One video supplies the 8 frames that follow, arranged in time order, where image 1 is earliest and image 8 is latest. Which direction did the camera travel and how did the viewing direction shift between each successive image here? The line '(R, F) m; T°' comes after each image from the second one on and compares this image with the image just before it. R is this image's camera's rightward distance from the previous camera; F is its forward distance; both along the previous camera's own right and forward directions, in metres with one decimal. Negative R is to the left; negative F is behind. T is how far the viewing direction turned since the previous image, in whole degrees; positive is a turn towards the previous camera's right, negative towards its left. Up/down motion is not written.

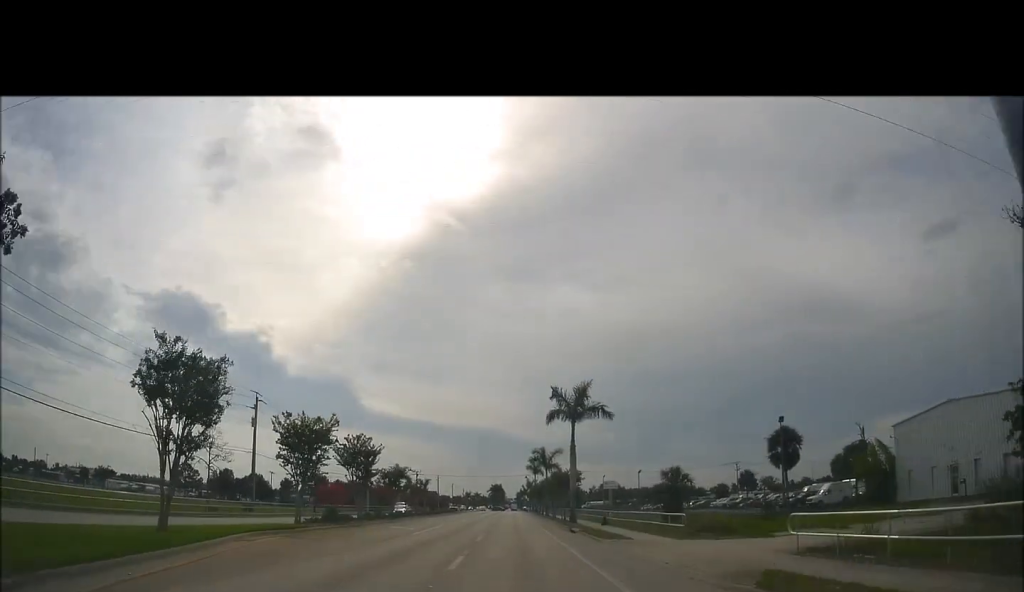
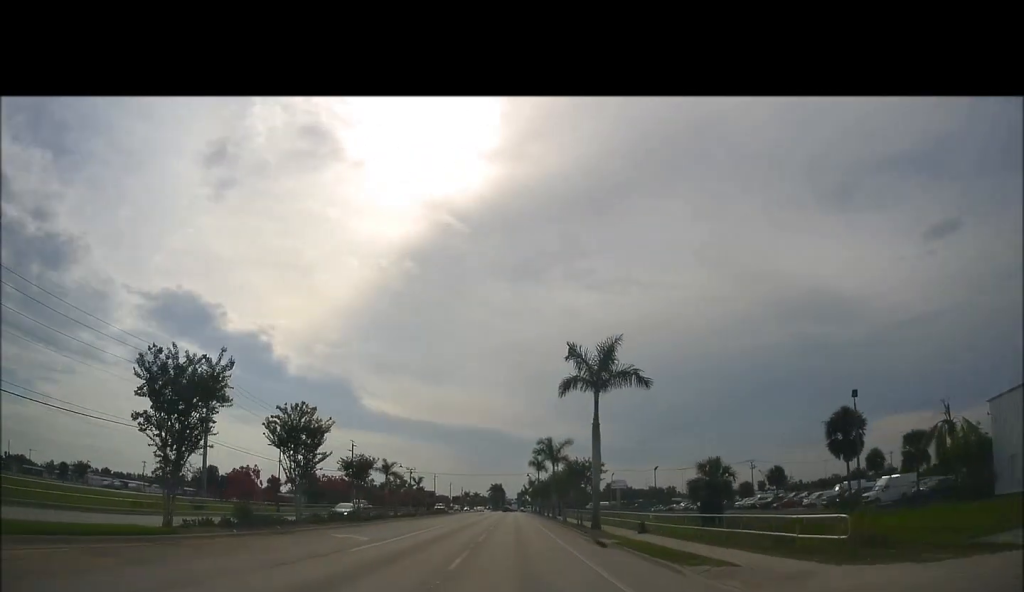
(-0.3, +12.0) m; 0°
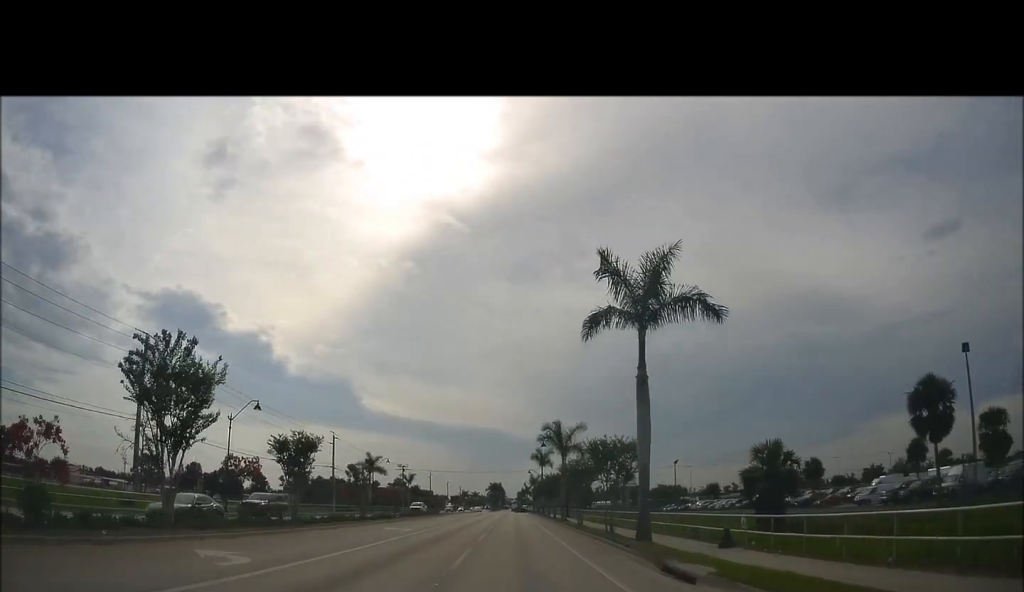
(+0.2, +12.0) m; +1°
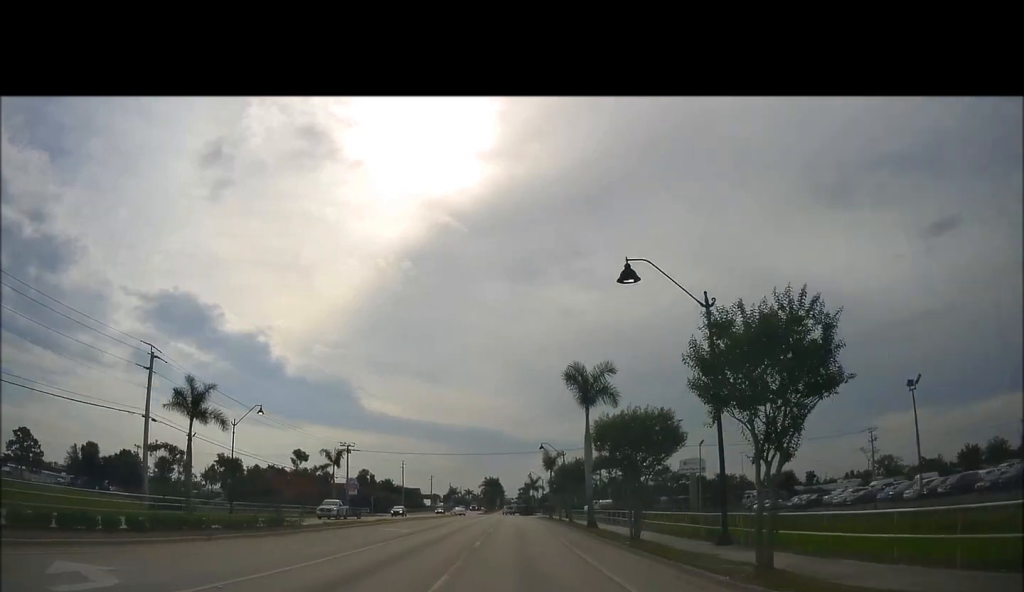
(+0.6, +53.8) m; -1°
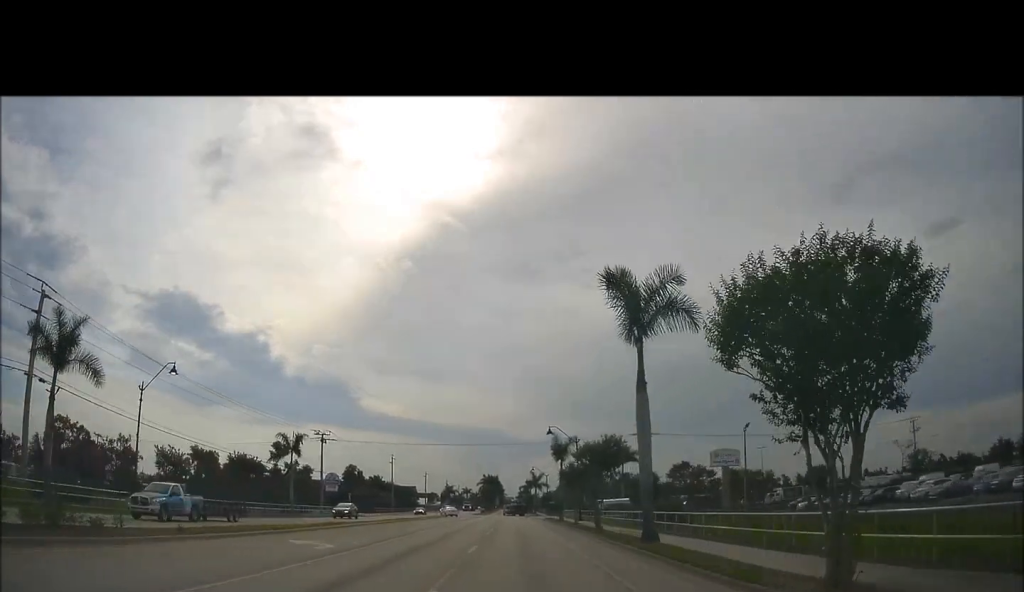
(-0.4, +14.8) m; 0°
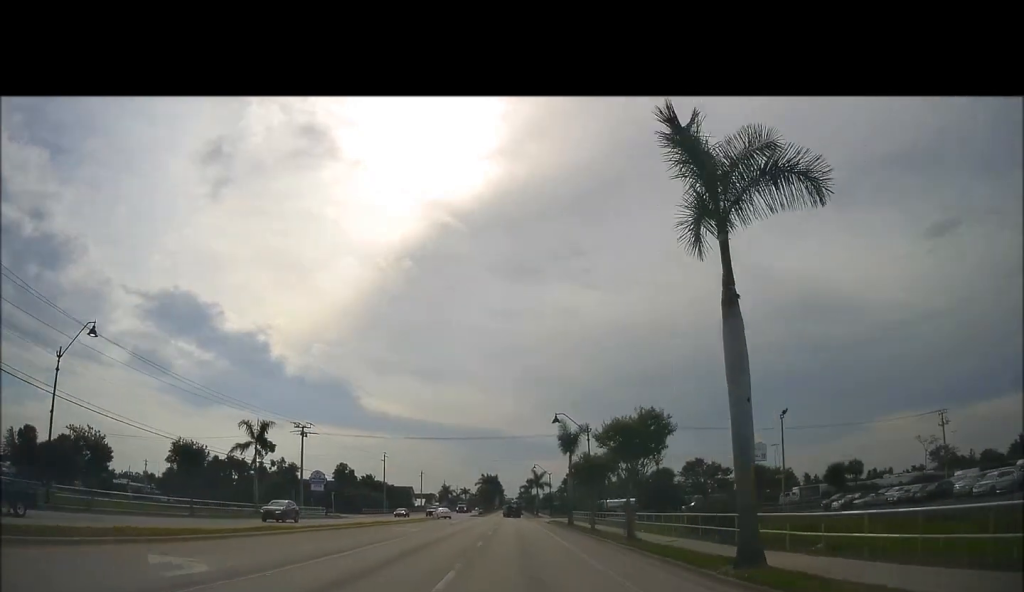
(+0.2, +8.9) m; 0°
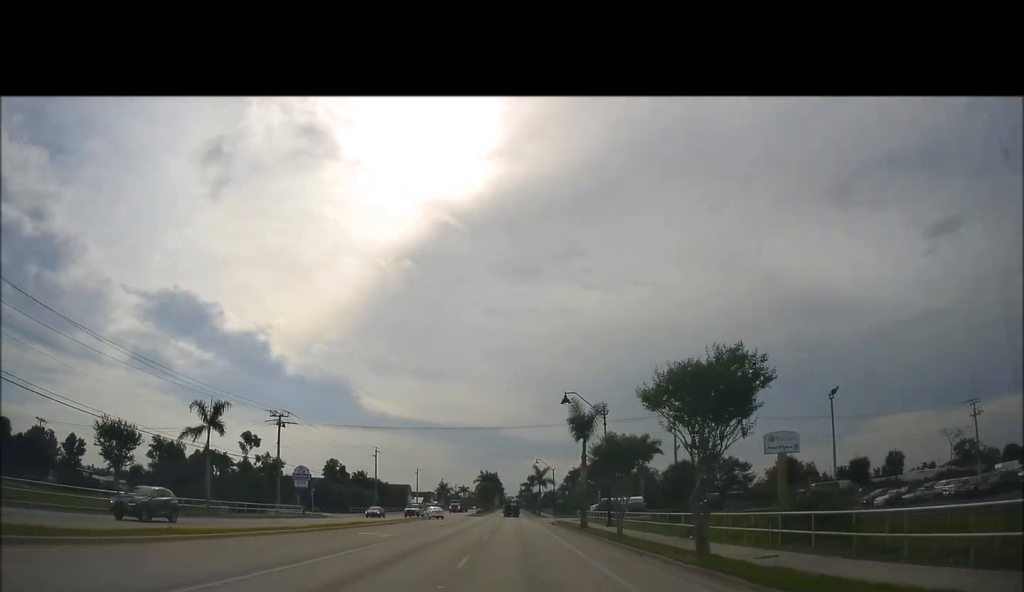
(+0.2, +8.9) m; 0°
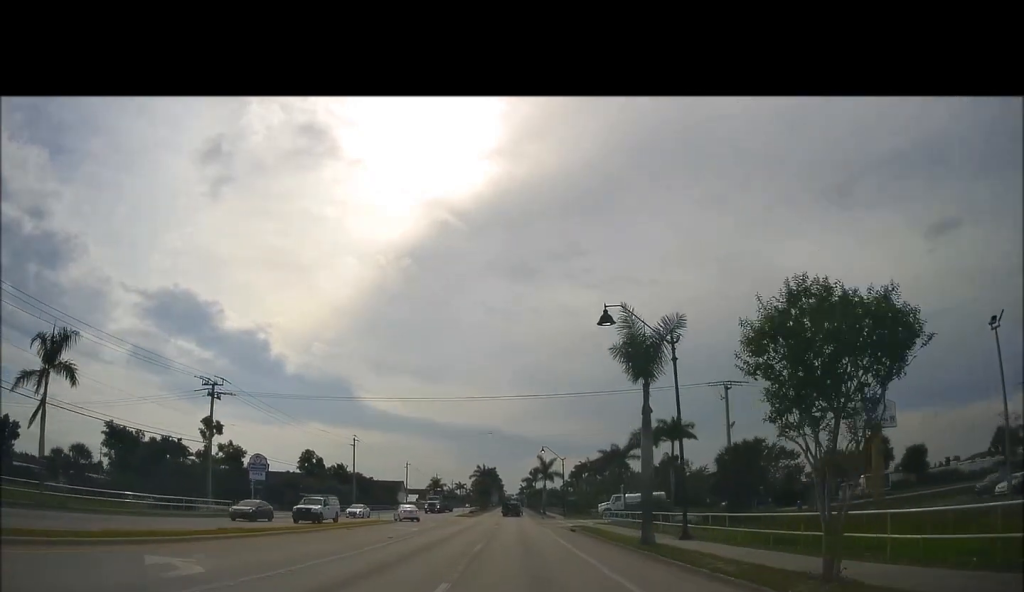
(-0.4, +18.2) m; 0°
